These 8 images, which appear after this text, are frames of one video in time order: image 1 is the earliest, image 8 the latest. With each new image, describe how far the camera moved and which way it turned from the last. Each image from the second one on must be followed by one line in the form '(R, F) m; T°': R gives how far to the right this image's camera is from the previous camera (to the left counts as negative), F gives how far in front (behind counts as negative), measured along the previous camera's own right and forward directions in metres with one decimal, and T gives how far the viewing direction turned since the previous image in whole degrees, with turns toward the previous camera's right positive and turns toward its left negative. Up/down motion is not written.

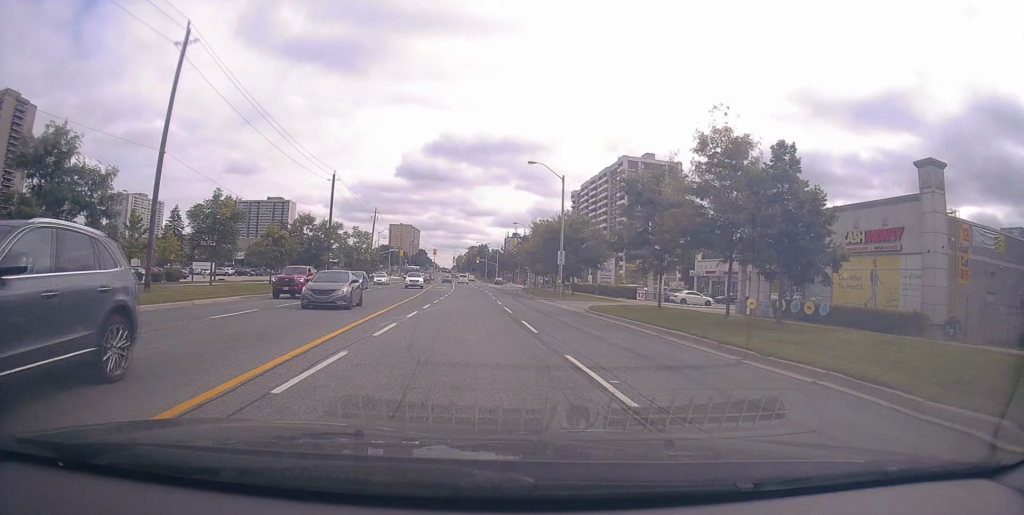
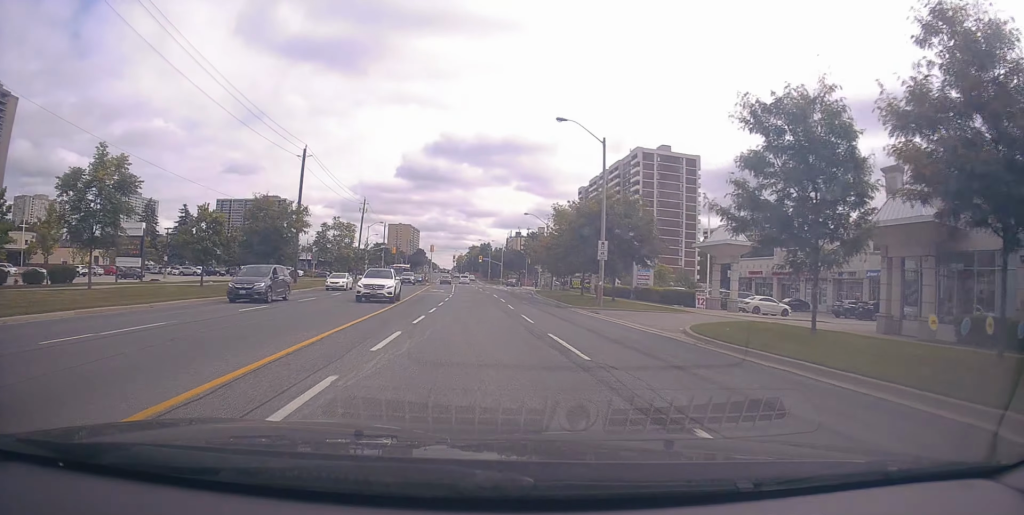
(+0.4, +13.9) m; +2°
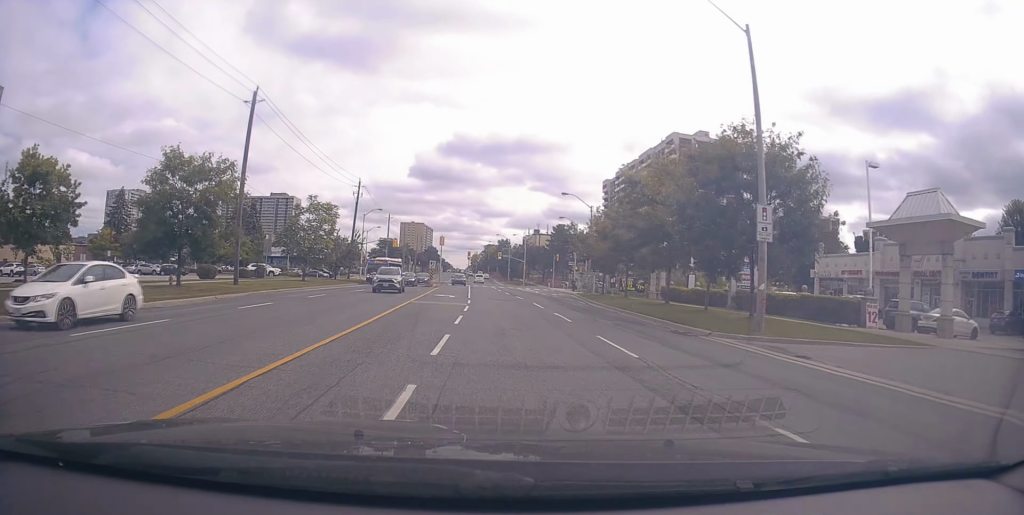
(-0.3, +18.1) m; -4°
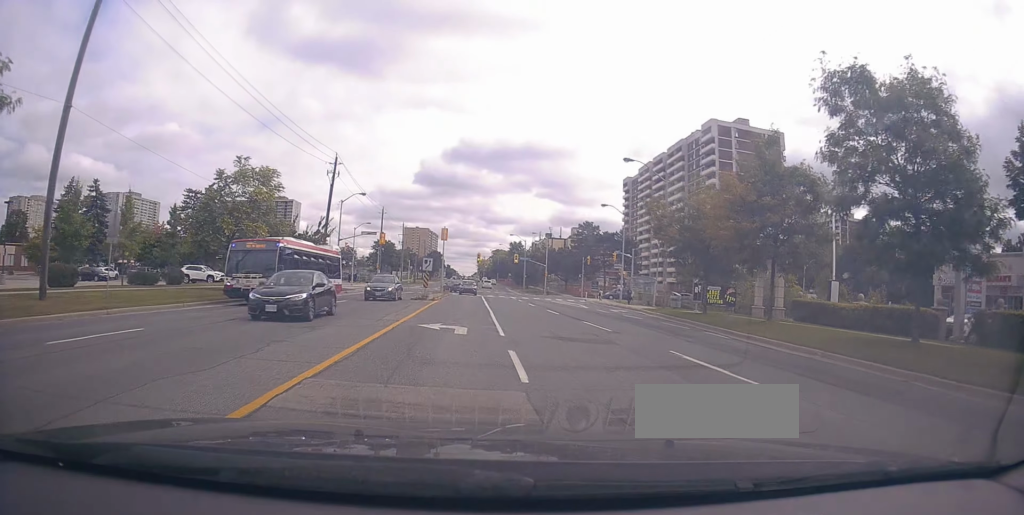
(-0.5, +19.7) m; 0°
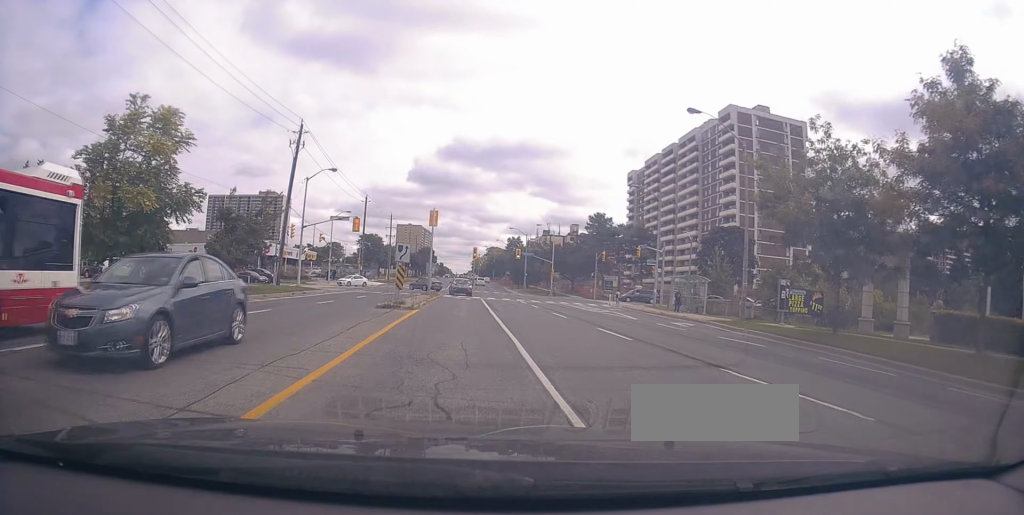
(+0.4, +12.0) m; 0°
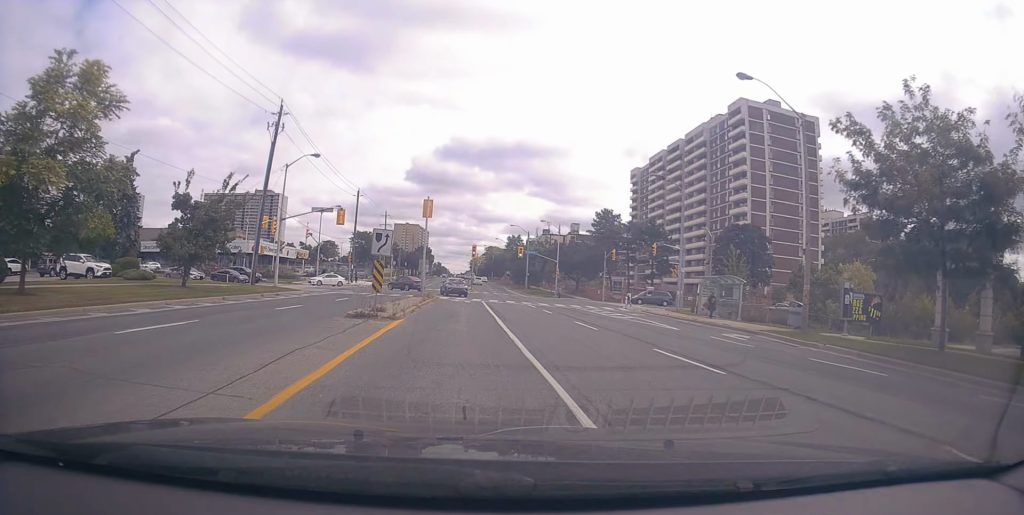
(-0.2, +5.5) m; 0°
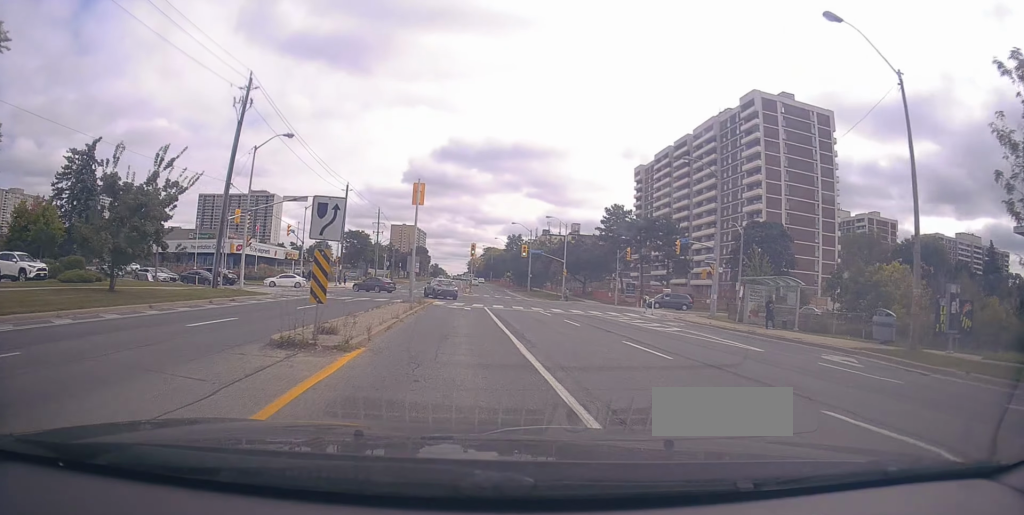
(-0.1, +6.6) m; 0°
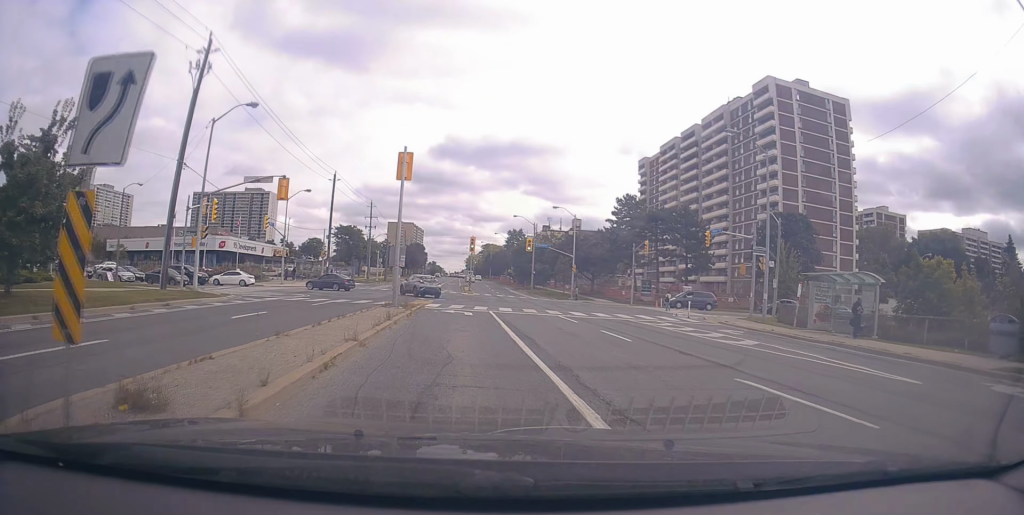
(+0.2, +6.5) m; +1°
